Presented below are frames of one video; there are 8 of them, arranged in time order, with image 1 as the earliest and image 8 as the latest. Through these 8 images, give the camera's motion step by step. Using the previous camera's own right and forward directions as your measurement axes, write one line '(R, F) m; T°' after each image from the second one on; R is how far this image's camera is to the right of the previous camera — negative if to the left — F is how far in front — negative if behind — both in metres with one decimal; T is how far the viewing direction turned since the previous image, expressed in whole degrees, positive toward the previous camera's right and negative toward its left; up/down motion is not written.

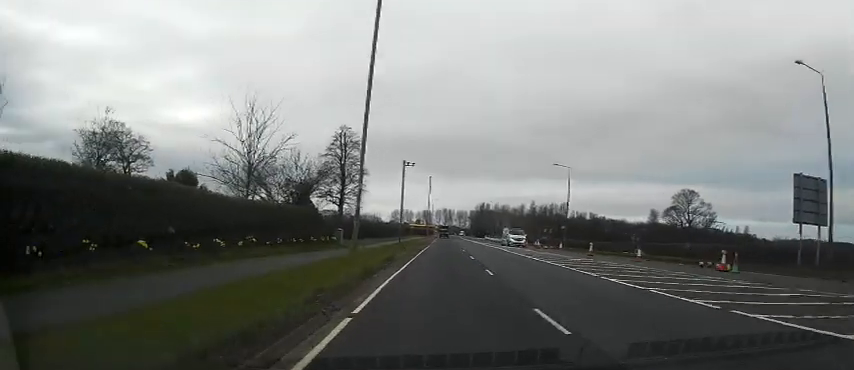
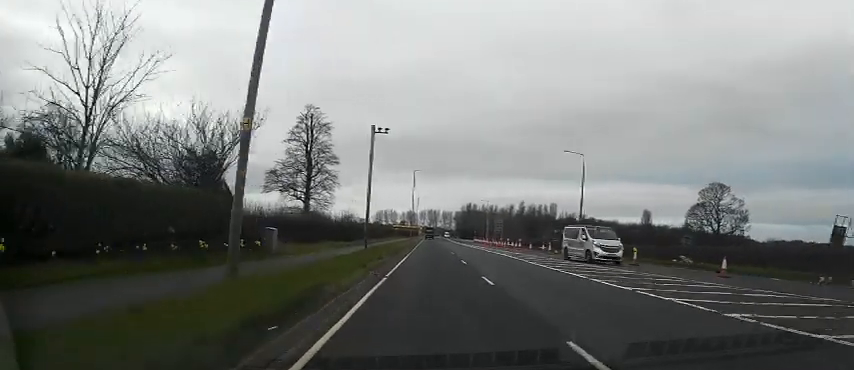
(0.0, +11.1) m; -1°
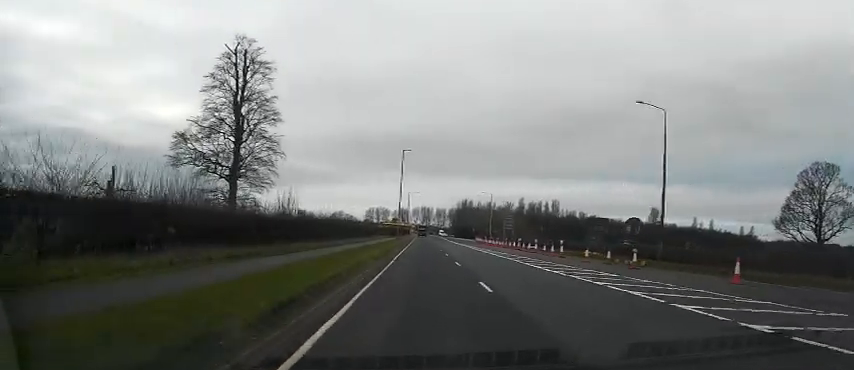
(-0.1, +19.3) m; +1°
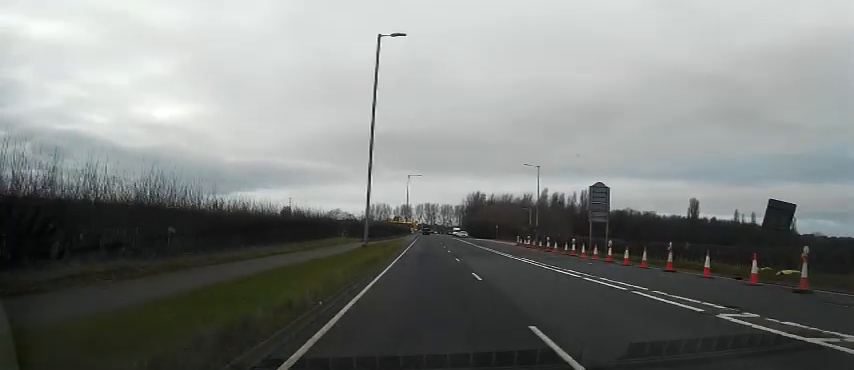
(+1.0, +42.2) m; 0°
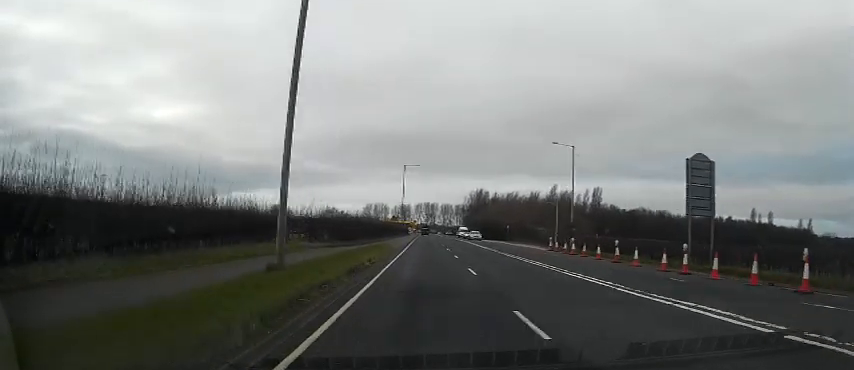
(-0.2, +16.1) m; 0°
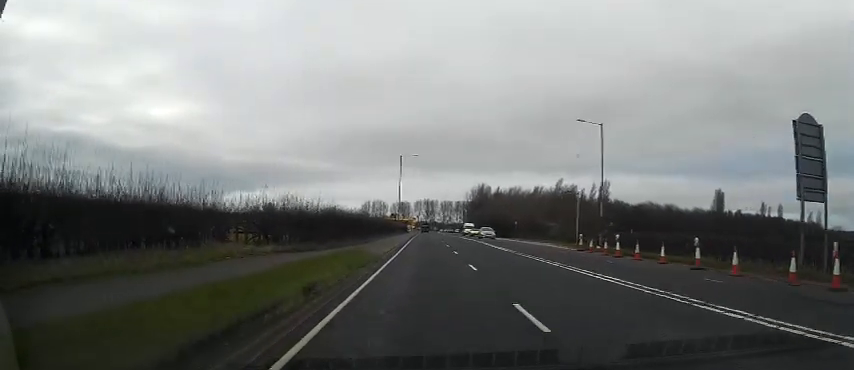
(+0.2, +8.9) m; 0°
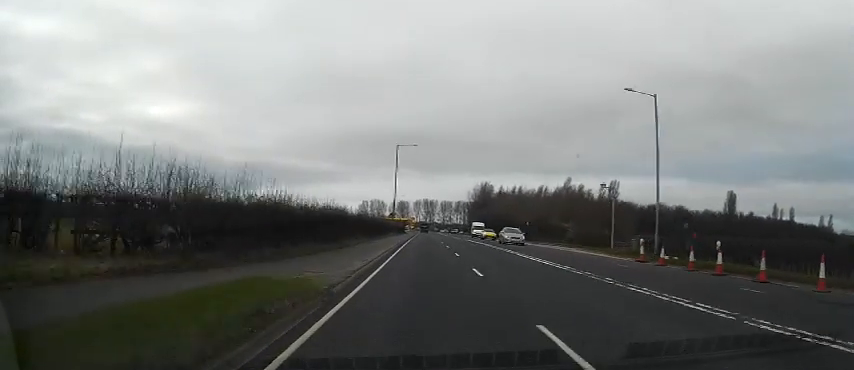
(0.0, +11.2) m; 0°
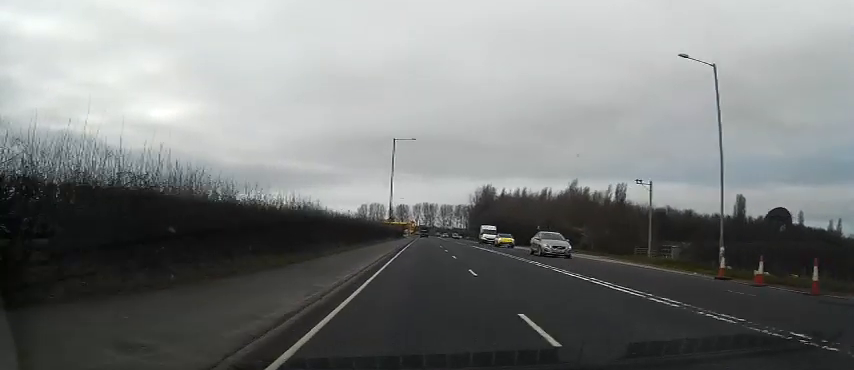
(-0.1, +7.5) m; -1°
